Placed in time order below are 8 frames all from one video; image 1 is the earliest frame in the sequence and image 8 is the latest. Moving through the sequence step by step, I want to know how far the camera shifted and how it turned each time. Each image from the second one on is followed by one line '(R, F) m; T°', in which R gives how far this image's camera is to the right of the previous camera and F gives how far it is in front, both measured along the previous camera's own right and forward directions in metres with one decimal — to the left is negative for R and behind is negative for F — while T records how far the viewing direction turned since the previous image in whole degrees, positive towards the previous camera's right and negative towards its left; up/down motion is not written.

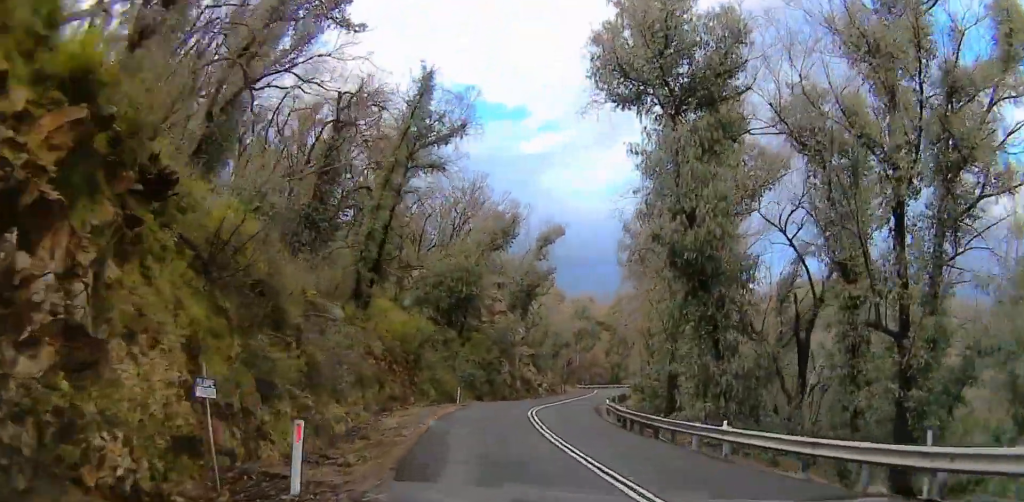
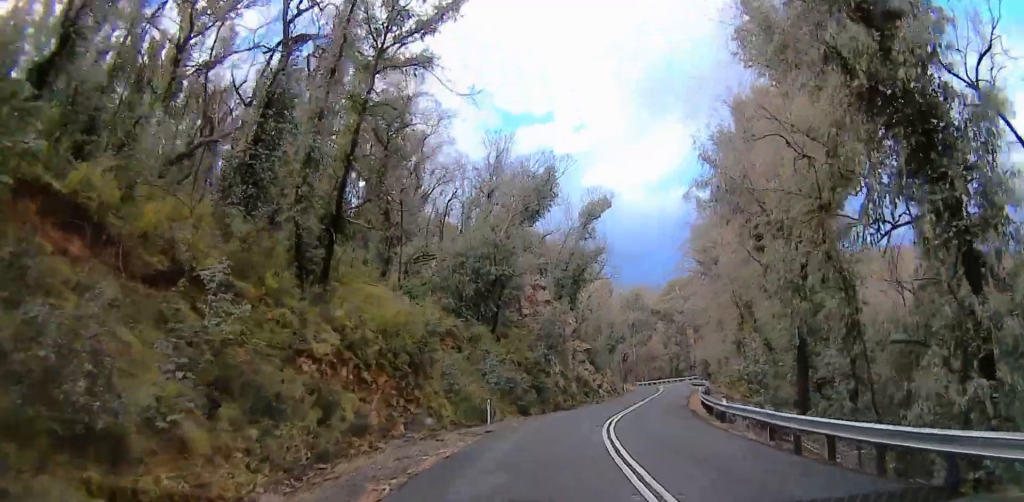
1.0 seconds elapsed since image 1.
(0.0, +11.8) m; 0°
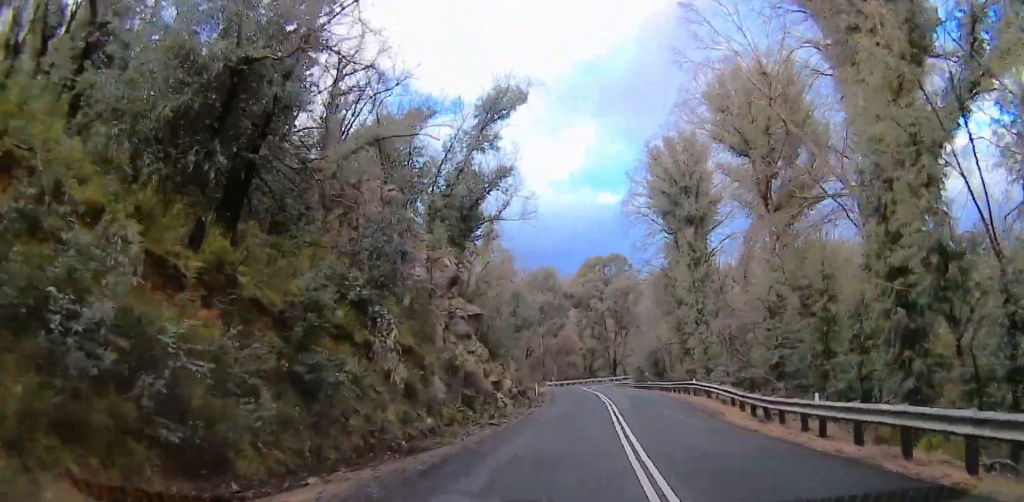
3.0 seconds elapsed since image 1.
(-0.5, +25.7) m; -5°
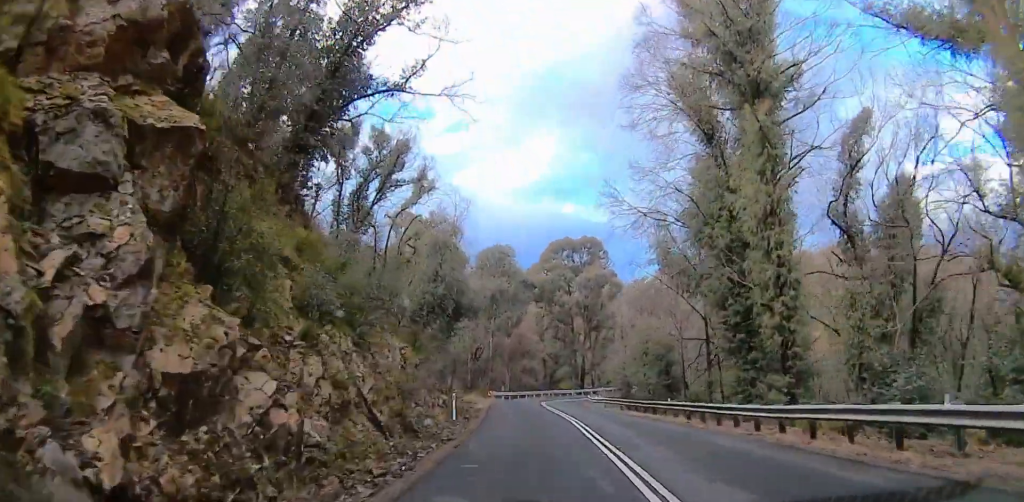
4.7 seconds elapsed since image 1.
(-2.2, +23.8) m; -3°
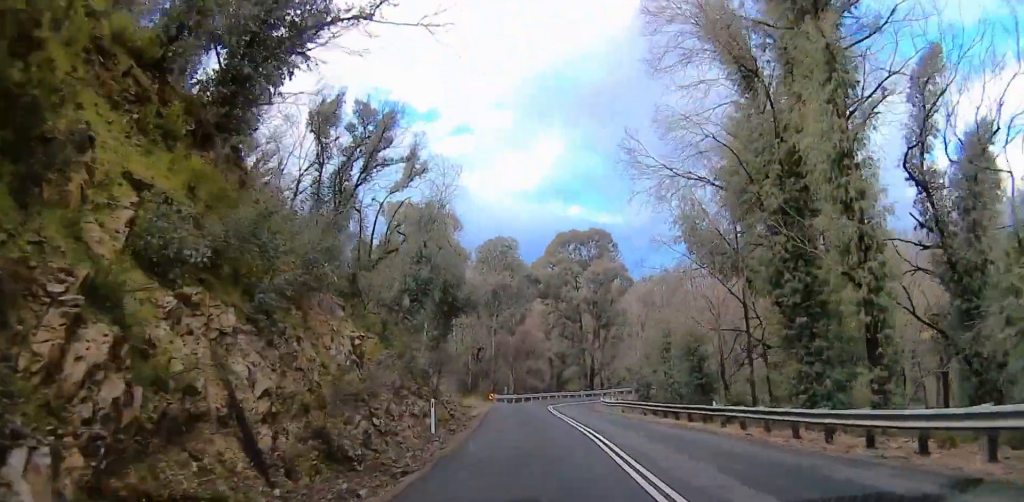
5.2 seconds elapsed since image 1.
(+0.6, +6.6) m; -1°
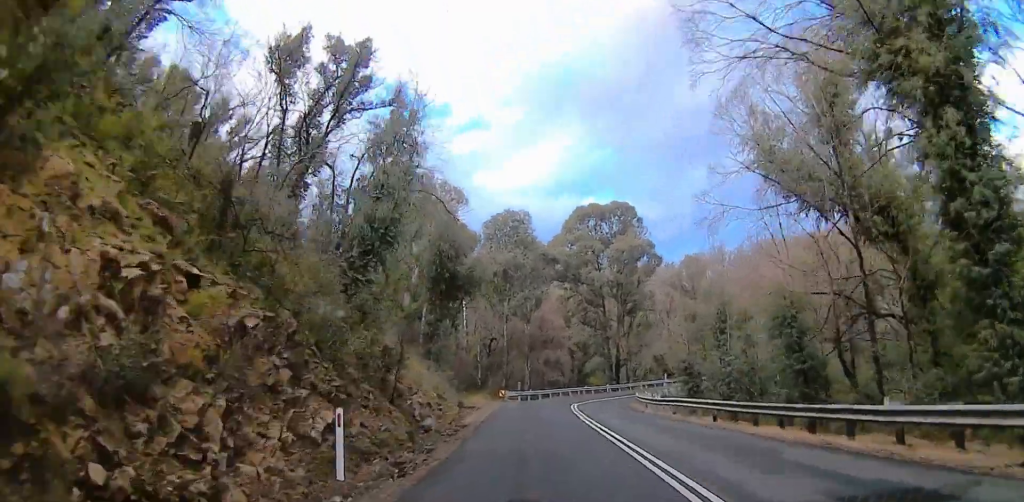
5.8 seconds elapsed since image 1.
(+0.7, +10.1) m; -1°
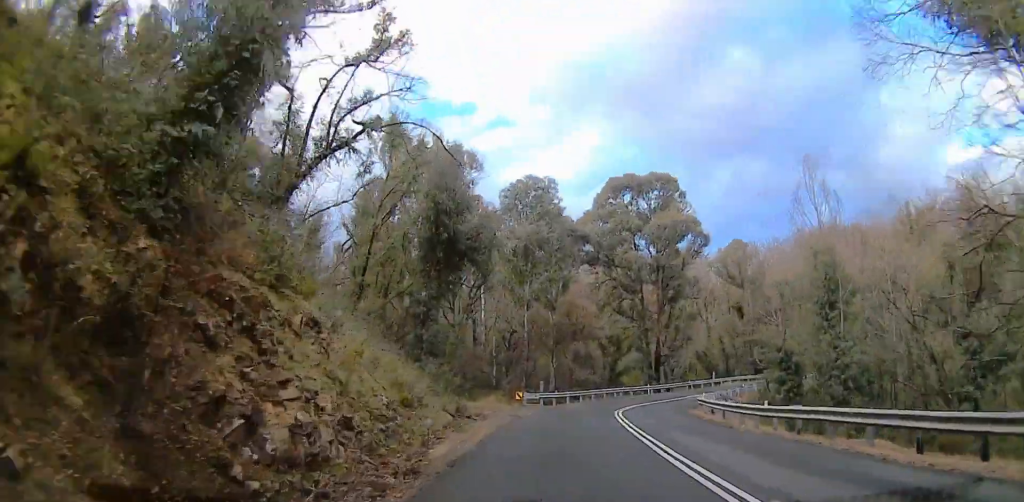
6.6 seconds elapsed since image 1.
(-1.4, +11.8) m; 0°
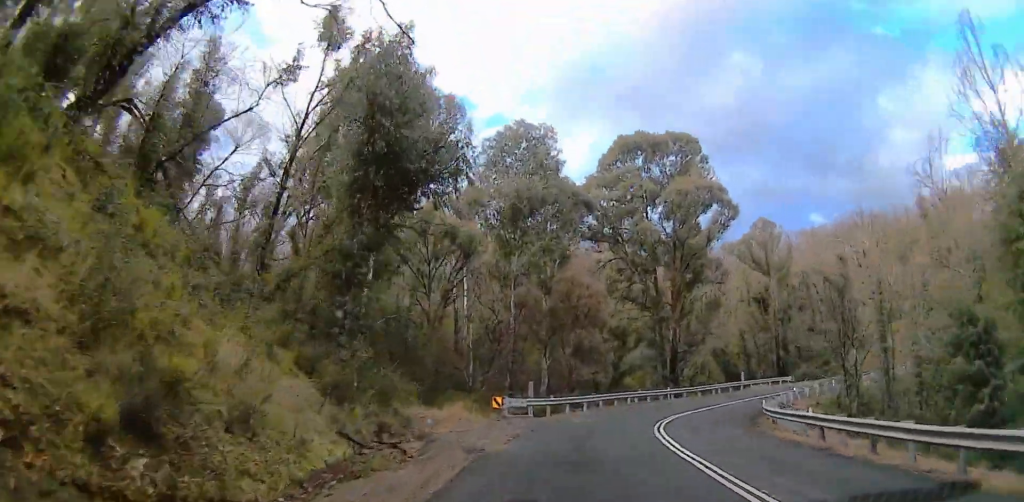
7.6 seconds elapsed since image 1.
(+1.3, +13.3) m; +8°
